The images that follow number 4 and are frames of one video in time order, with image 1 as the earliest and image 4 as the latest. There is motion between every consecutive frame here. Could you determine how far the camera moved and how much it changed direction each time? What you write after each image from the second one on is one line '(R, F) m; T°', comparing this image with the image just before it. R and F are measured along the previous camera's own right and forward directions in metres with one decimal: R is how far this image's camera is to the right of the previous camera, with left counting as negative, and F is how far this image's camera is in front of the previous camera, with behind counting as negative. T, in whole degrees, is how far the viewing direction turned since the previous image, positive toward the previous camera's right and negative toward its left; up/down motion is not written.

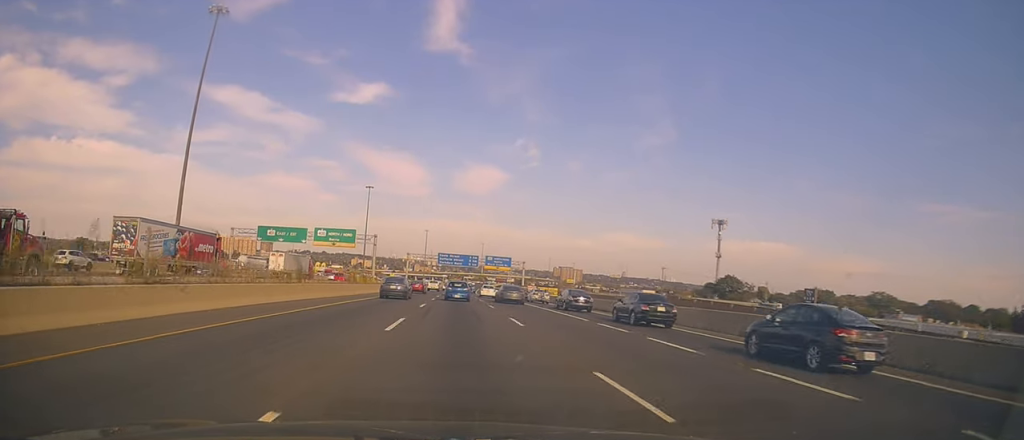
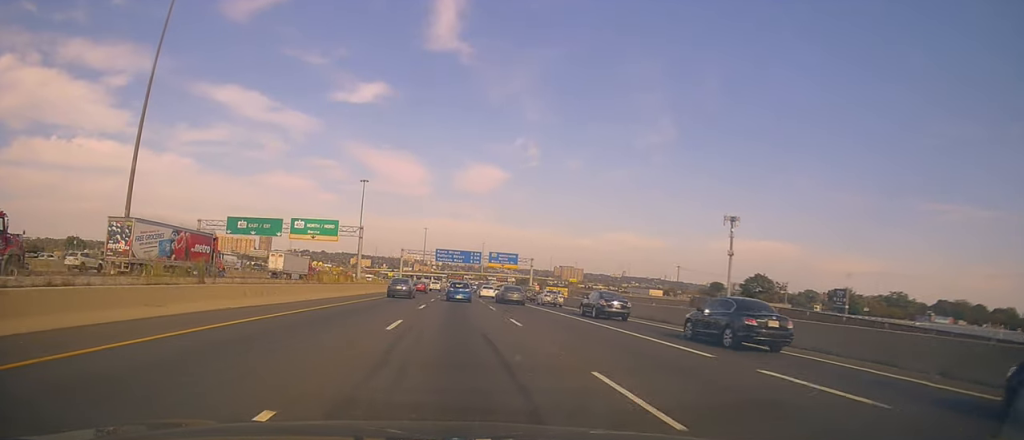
(0.0, +13.0) m; 0°
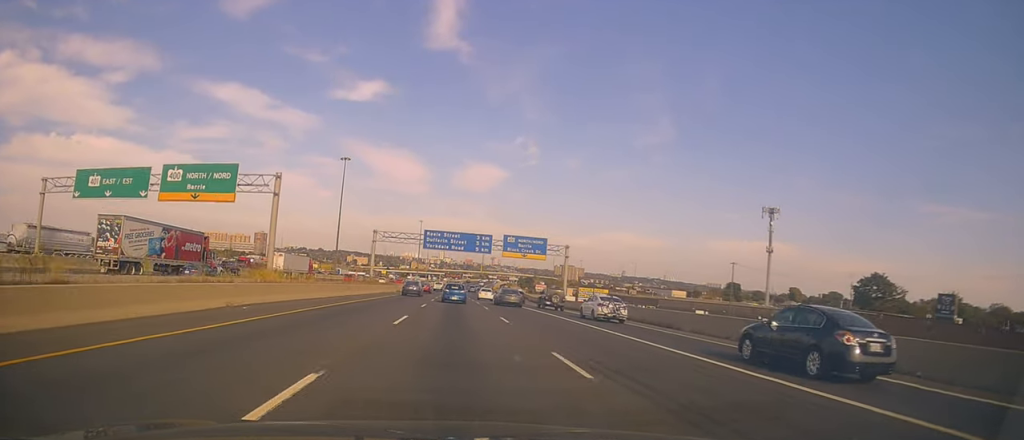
(+0.1, +34.7) m; +2°
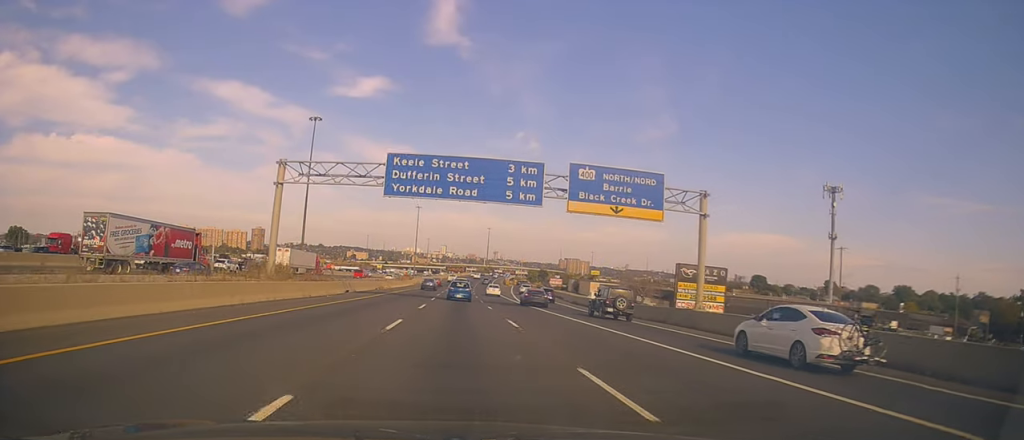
(+0.1, +38.3) m; -1°
